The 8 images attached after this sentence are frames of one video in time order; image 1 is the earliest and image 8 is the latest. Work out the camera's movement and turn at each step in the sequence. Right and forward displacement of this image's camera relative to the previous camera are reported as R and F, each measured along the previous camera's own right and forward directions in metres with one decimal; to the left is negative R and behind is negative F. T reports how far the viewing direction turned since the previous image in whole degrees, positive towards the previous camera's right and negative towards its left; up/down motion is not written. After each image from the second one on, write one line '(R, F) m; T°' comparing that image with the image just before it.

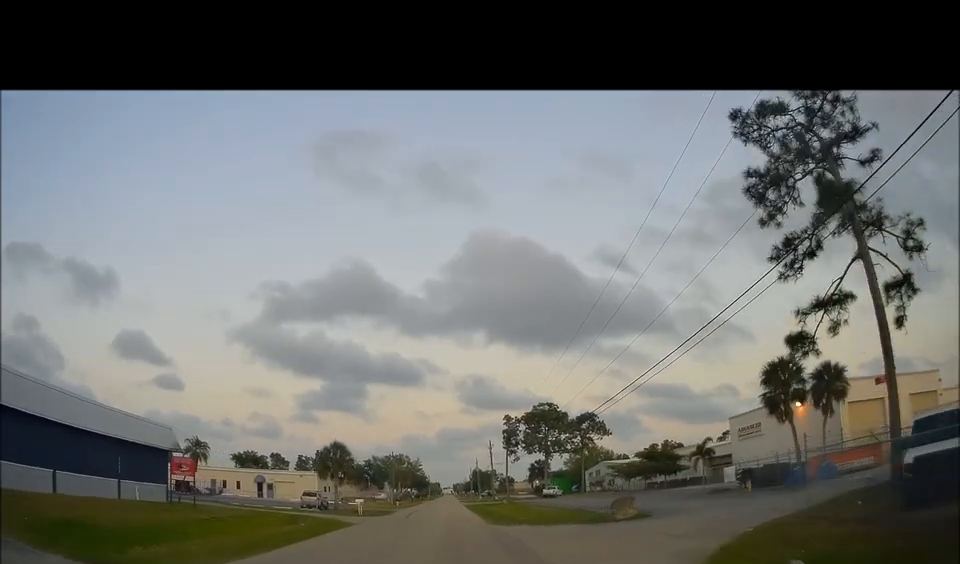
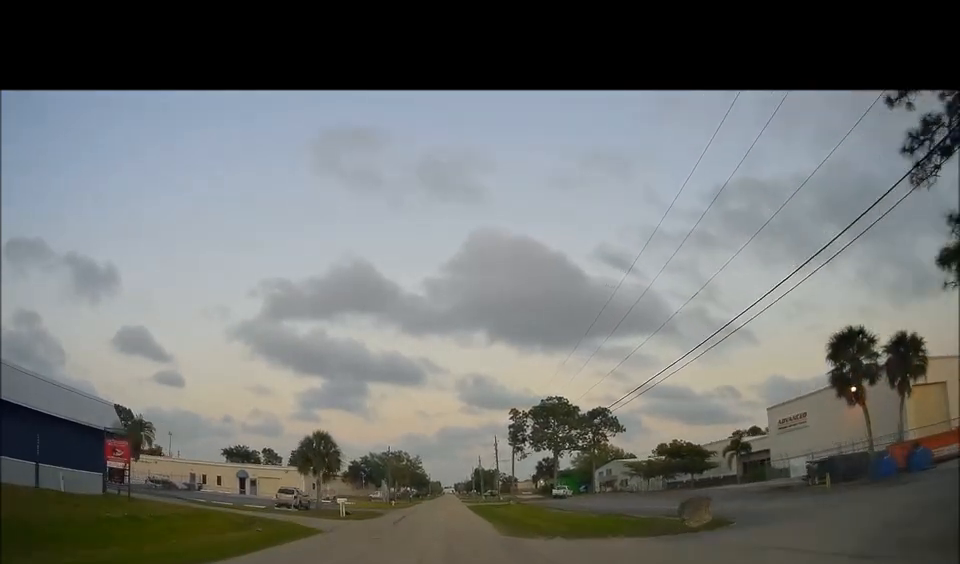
(0.0, +7.4) m; 0°
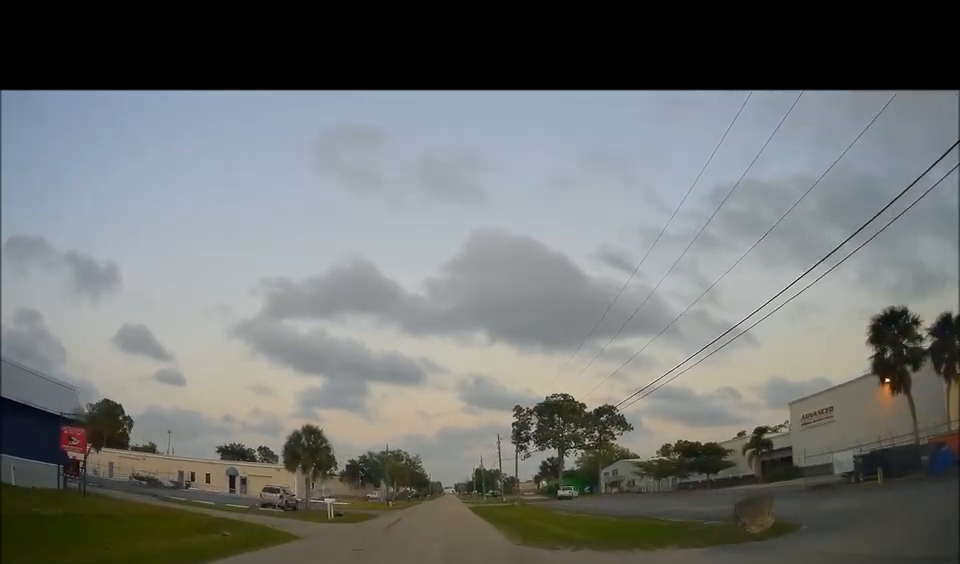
(0.0, +3.7) m; 0°
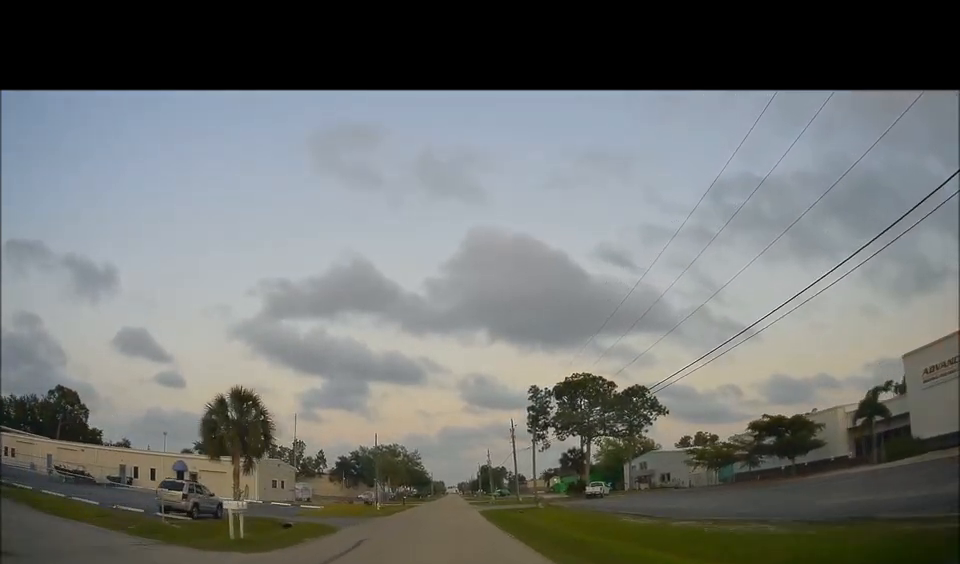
(-1.1, +14.9) m; -4°
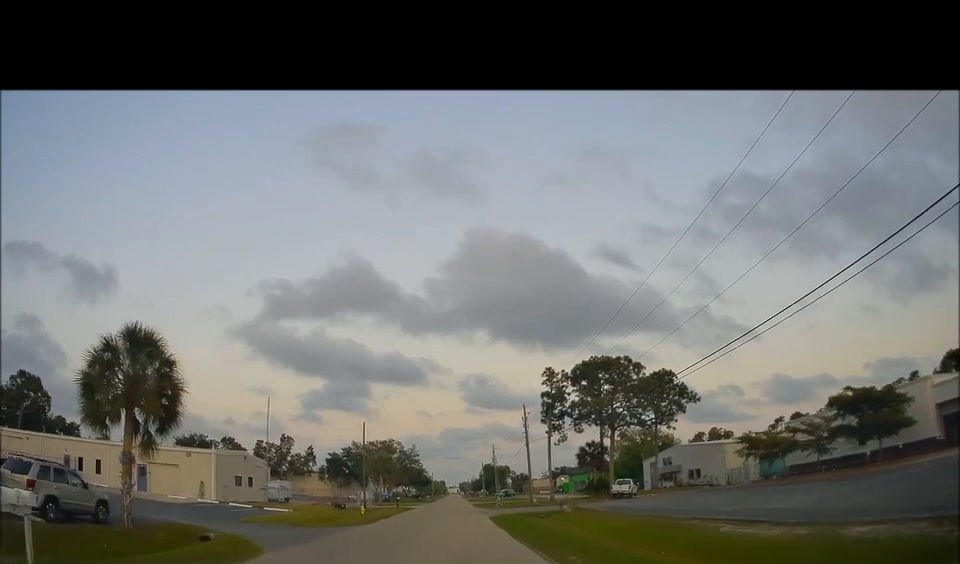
(+0.7, +10.3) m; +4°
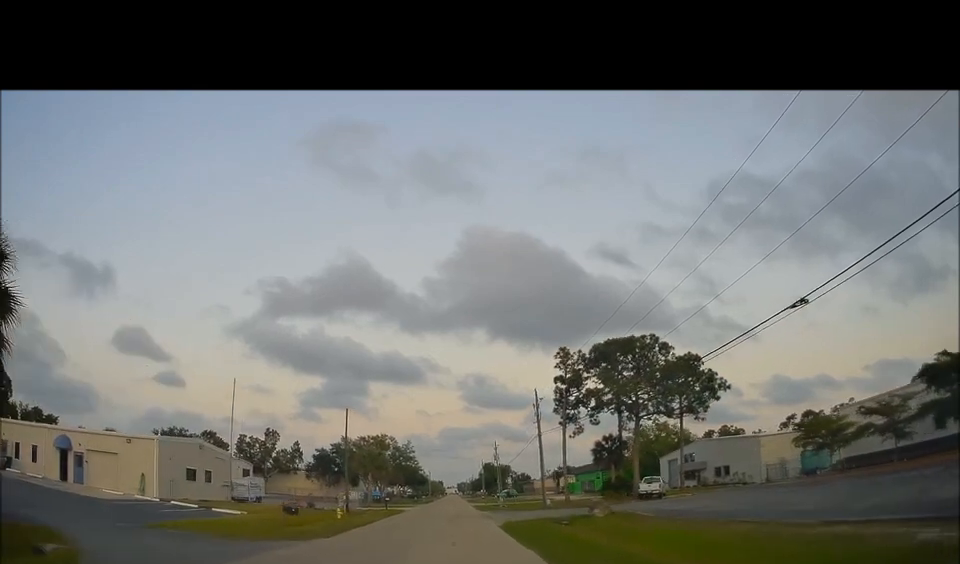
(0.0, +8.8) m; 0°
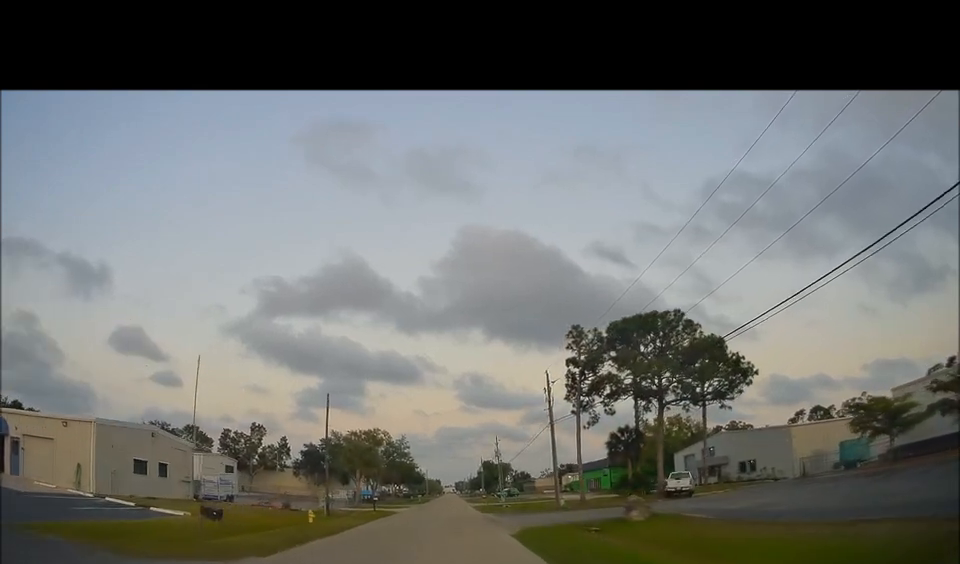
(0.0, +6.8) m; 0°
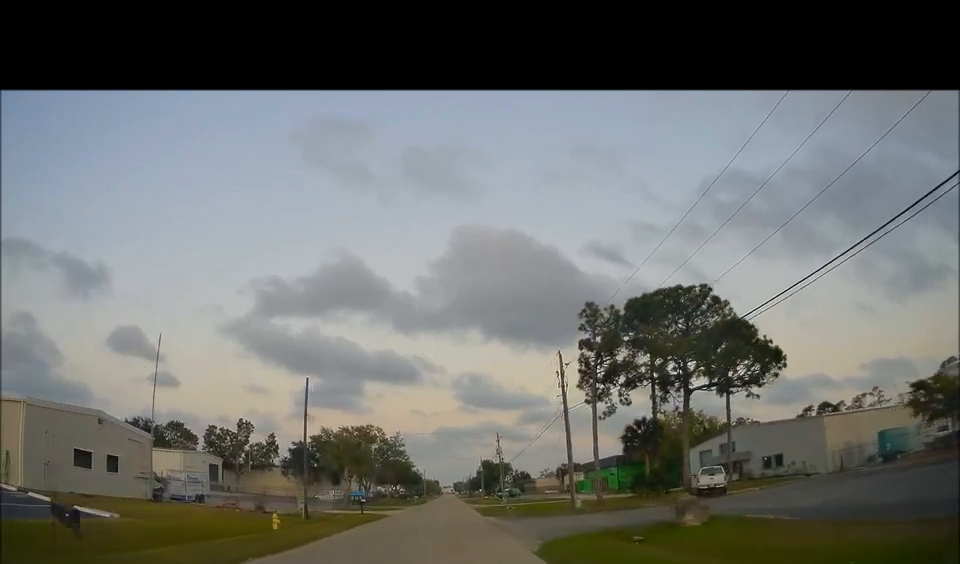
(0.0, +5.8) m; 0°
